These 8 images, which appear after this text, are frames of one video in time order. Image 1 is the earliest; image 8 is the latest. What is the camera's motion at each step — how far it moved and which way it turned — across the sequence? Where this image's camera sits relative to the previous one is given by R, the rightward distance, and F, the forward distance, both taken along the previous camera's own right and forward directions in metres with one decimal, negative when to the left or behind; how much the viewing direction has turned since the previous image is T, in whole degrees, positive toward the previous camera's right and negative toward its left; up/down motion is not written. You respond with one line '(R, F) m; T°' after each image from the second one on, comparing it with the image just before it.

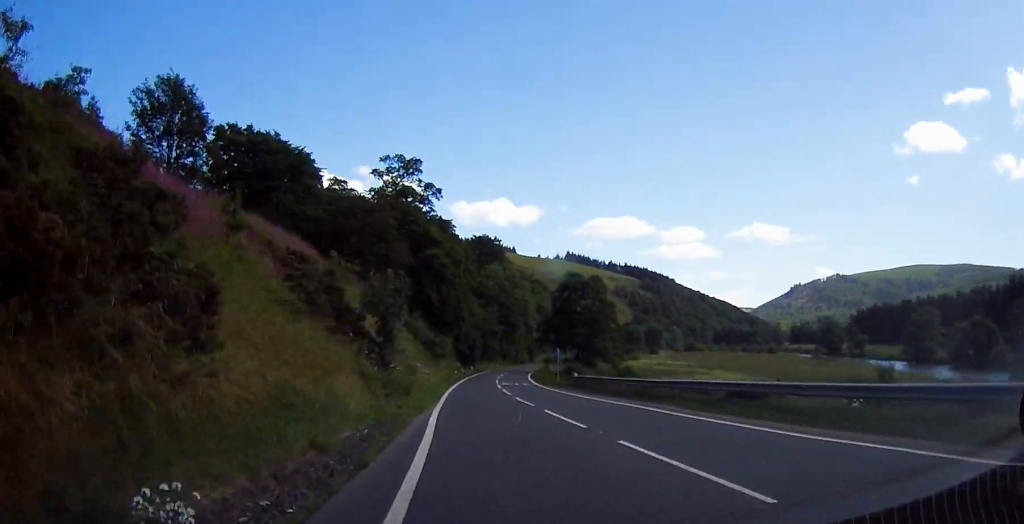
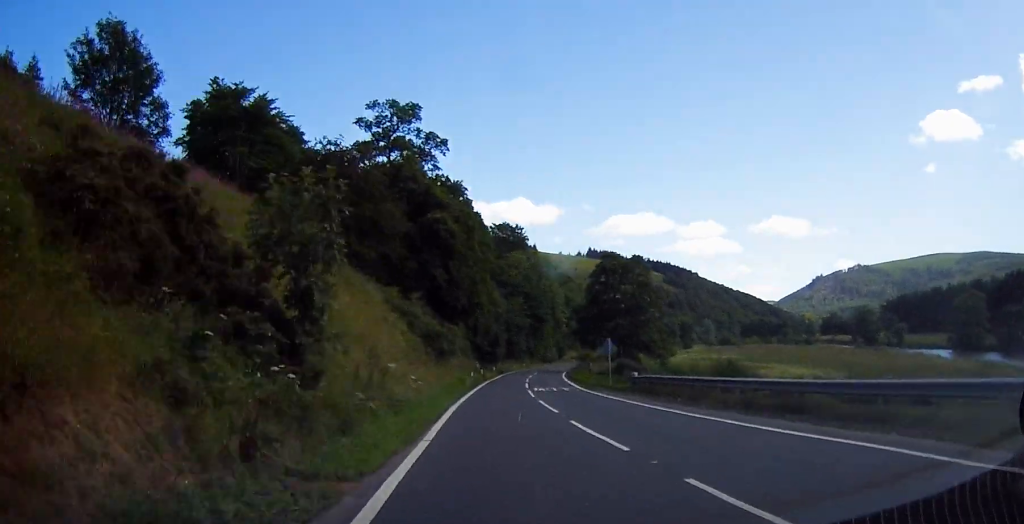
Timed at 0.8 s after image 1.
(-0.5, +13.1) m; -2°
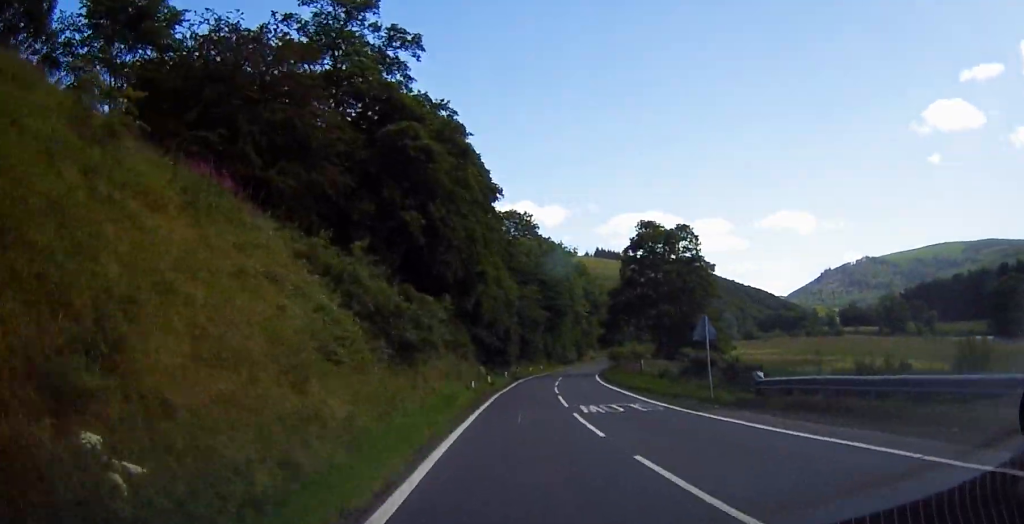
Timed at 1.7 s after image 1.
(-0.1, +15.6) m; 0°
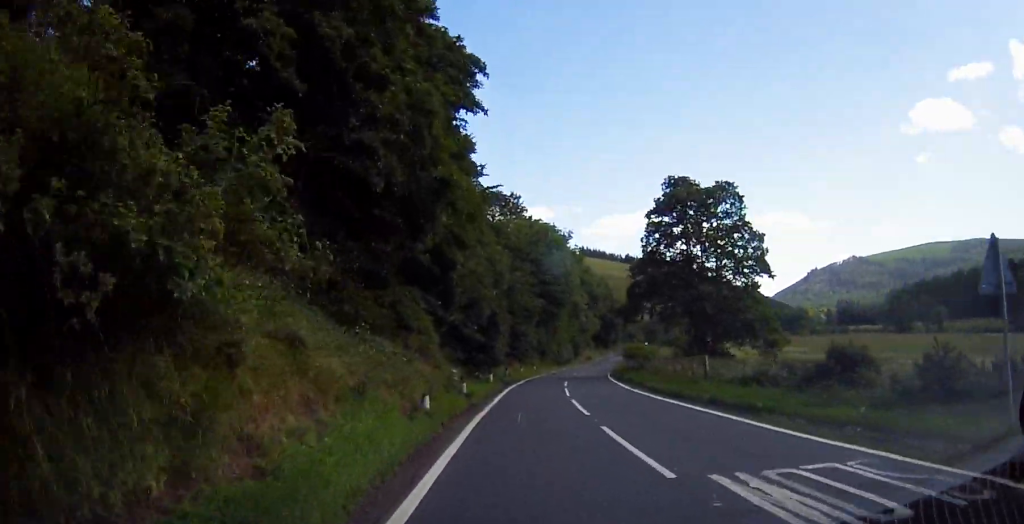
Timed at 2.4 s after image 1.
(0.0, +13.9) m; 0°
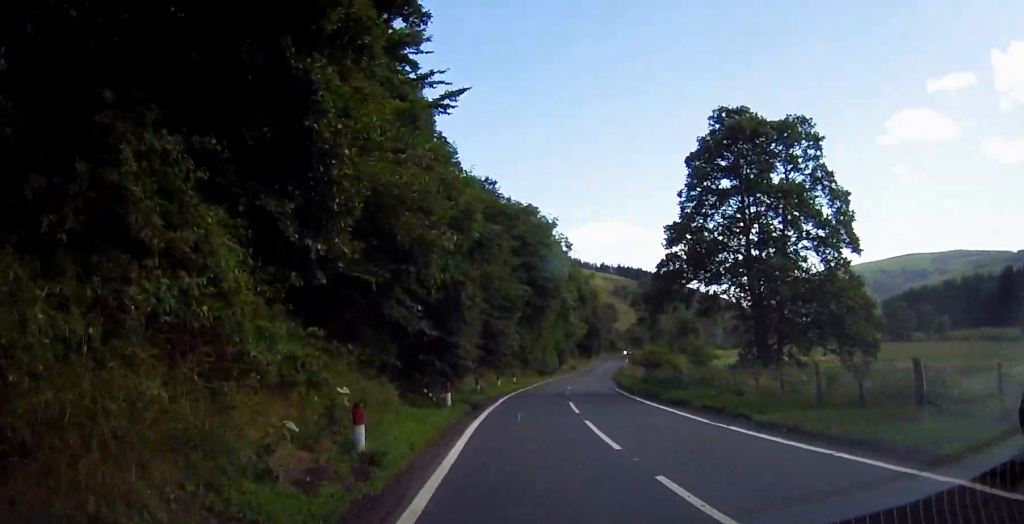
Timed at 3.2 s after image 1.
(0.0, +14.2) m; +1°
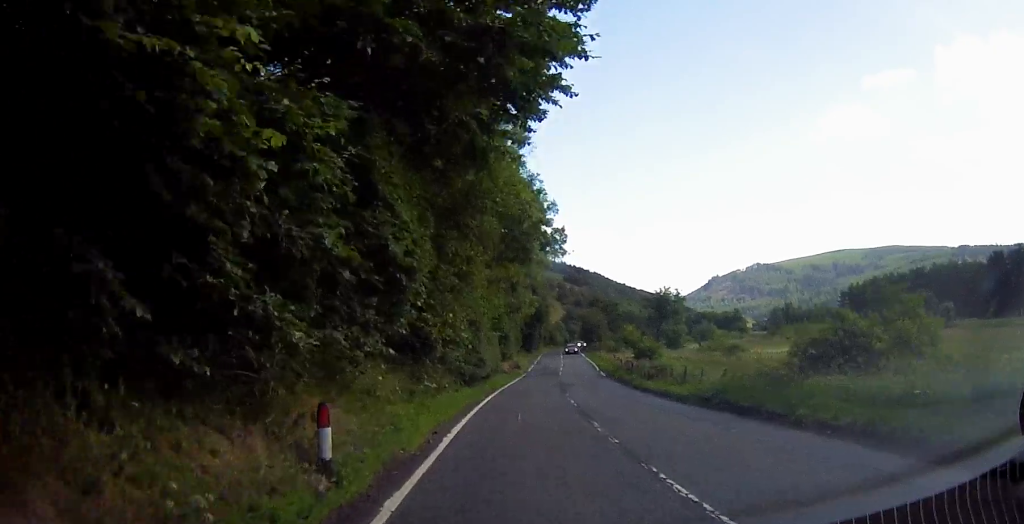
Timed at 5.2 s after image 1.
(+2.6, +37.8) m; +7°
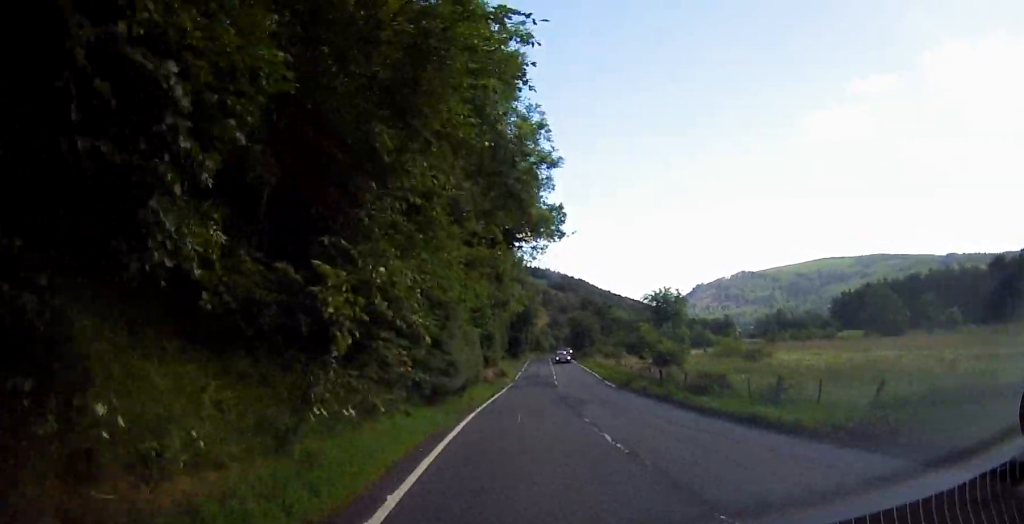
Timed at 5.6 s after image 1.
(0.0, +9.3) m; +1°
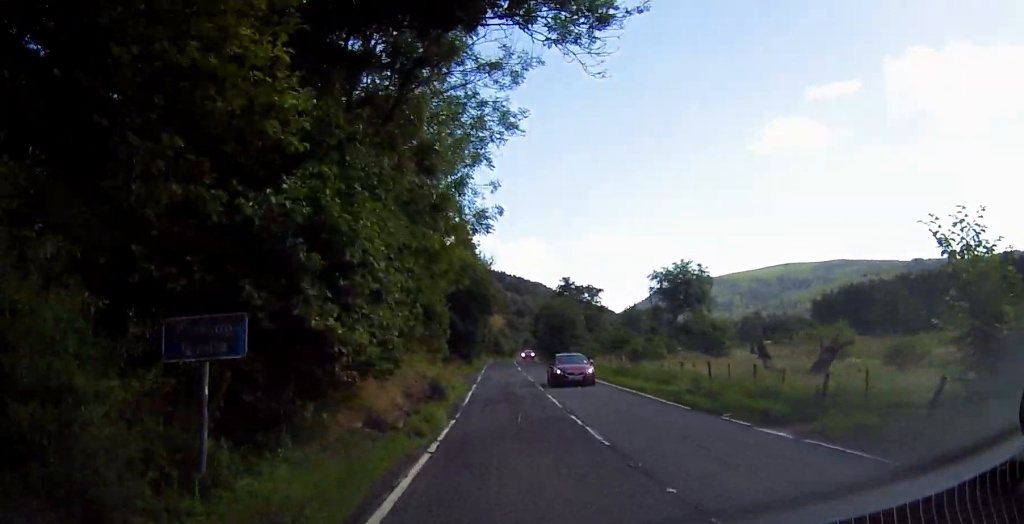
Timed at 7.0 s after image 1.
(+0.7, +27.1) m; +4°
